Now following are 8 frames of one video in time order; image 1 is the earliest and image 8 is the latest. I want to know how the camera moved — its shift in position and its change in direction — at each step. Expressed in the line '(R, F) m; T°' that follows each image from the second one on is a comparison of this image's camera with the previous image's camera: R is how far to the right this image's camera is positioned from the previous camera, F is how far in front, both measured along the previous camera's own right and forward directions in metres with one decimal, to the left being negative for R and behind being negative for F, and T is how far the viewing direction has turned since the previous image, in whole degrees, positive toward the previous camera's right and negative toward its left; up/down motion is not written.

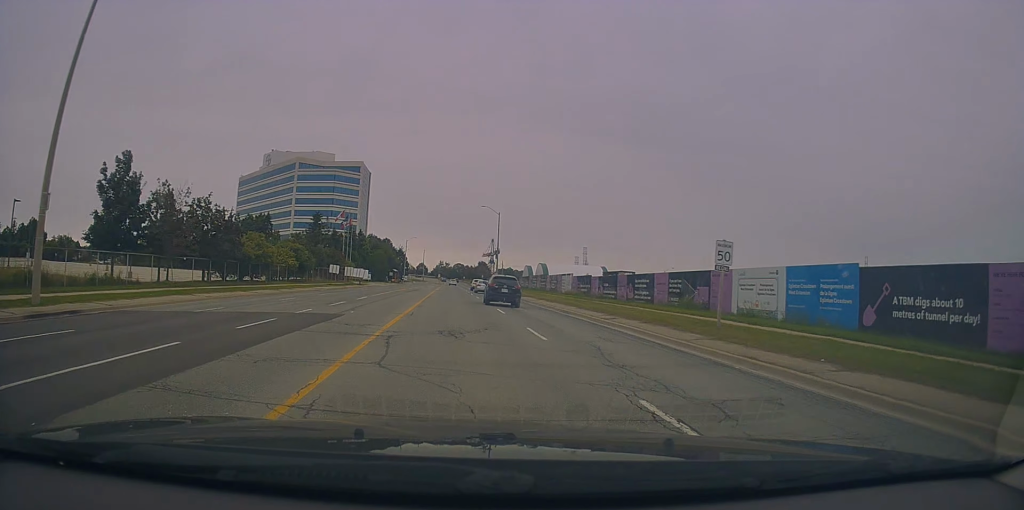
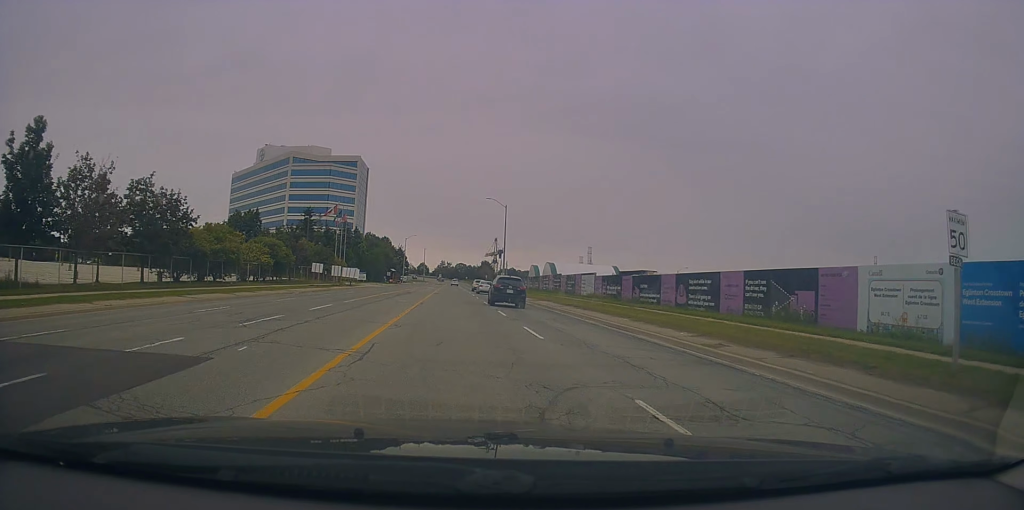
(0.0, +9.7) m; 0°
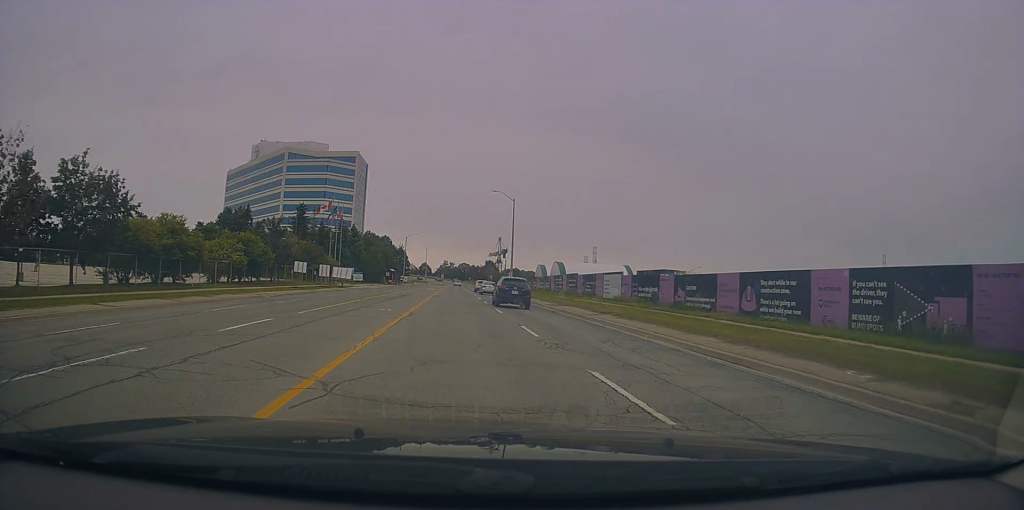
(0.0, +8.0) m; 0°
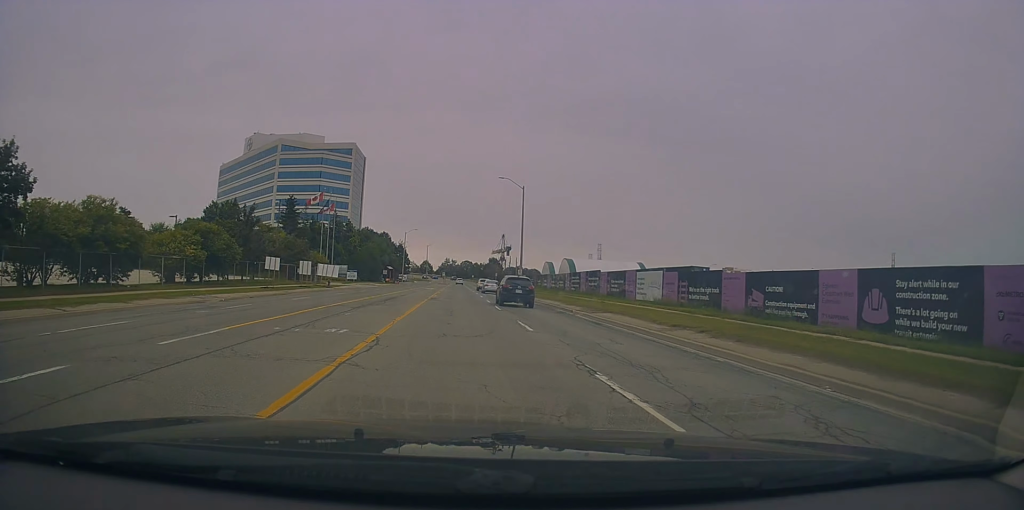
(0.0, +9.1) m; 0°
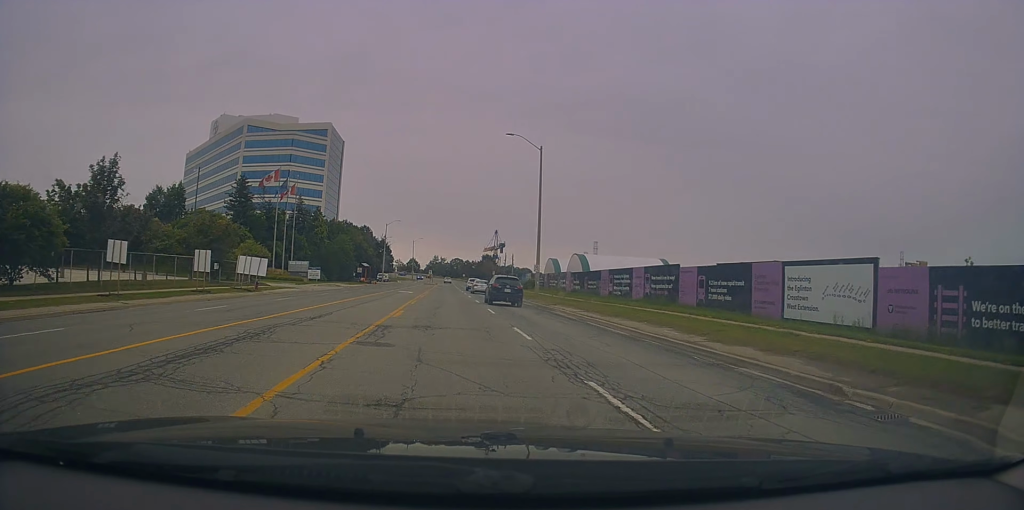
(+0.1, +21.8) m; +2°
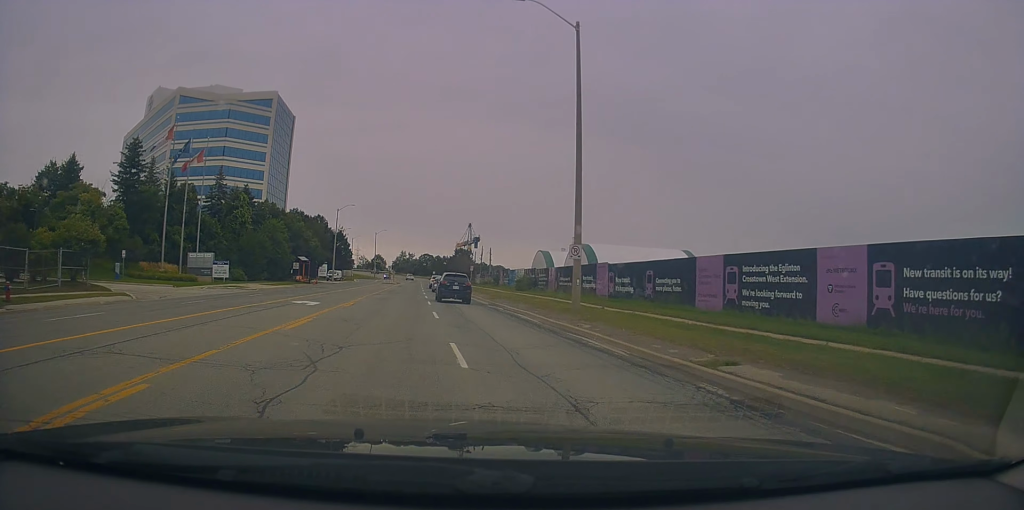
(+0.6, +24.9) m; 0°
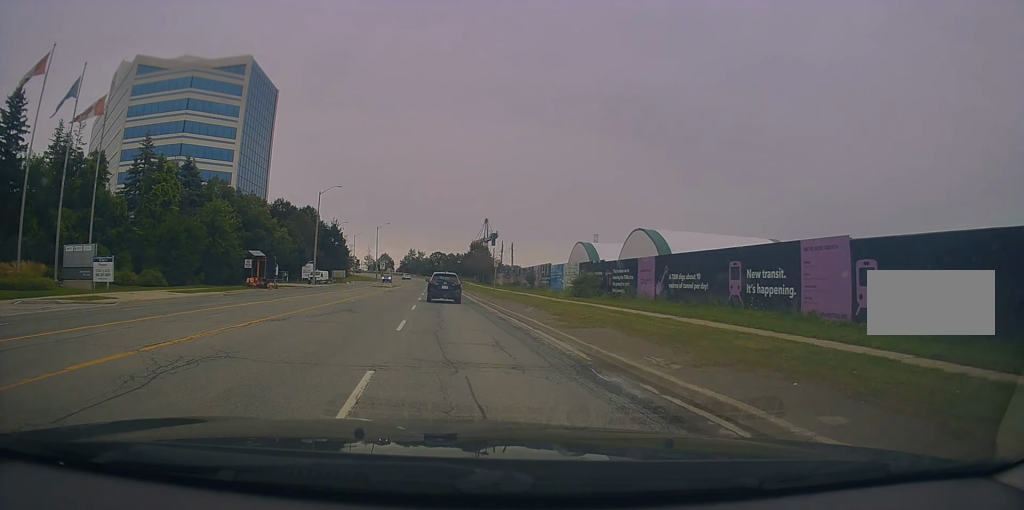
(-0.5, +23.3) m; -1°
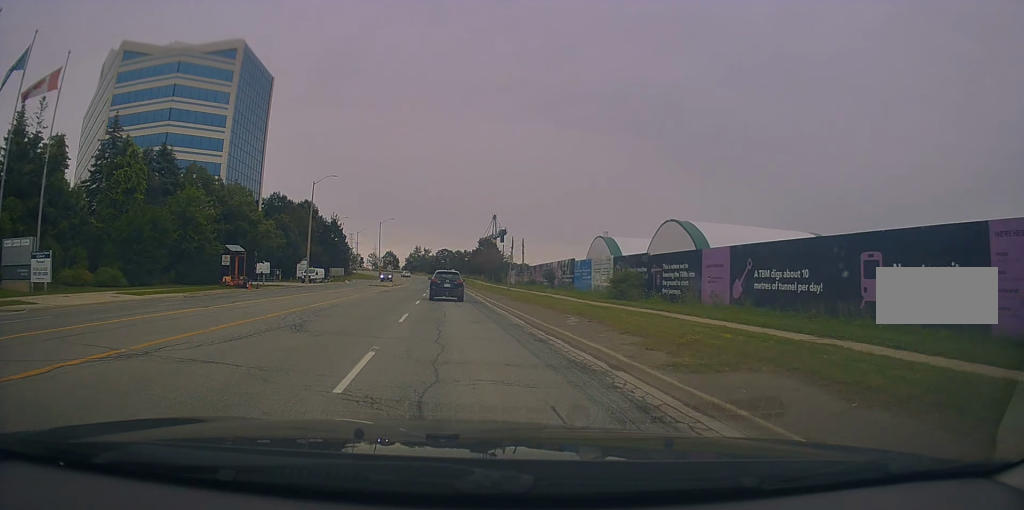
(+0.2, +7.5) m; 0°
